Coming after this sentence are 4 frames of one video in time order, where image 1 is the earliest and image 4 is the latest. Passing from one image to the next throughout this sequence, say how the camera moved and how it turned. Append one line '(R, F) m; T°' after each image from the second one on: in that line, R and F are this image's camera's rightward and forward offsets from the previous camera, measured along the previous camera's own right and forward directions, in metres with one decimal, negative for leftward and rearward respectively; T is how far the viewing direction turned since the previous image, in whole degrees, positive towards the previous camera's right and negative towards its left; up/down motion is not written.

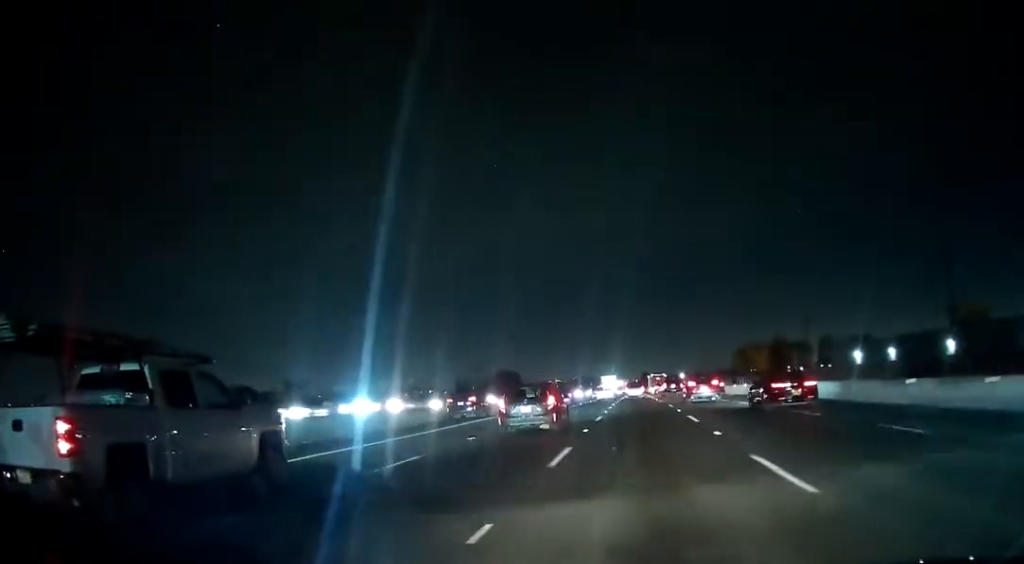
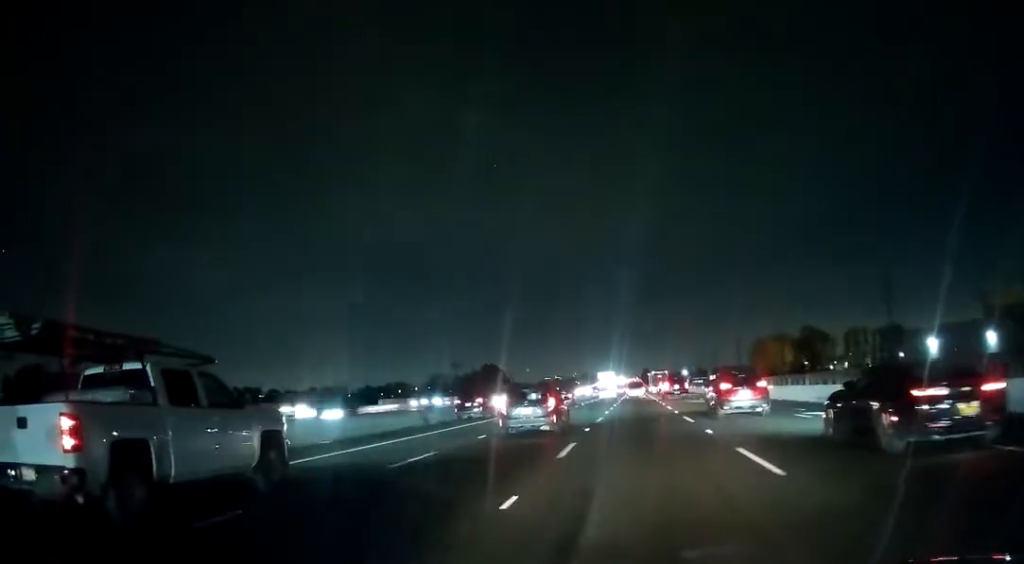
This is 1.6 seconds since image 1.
(-0.3, +41.4) m; 0°
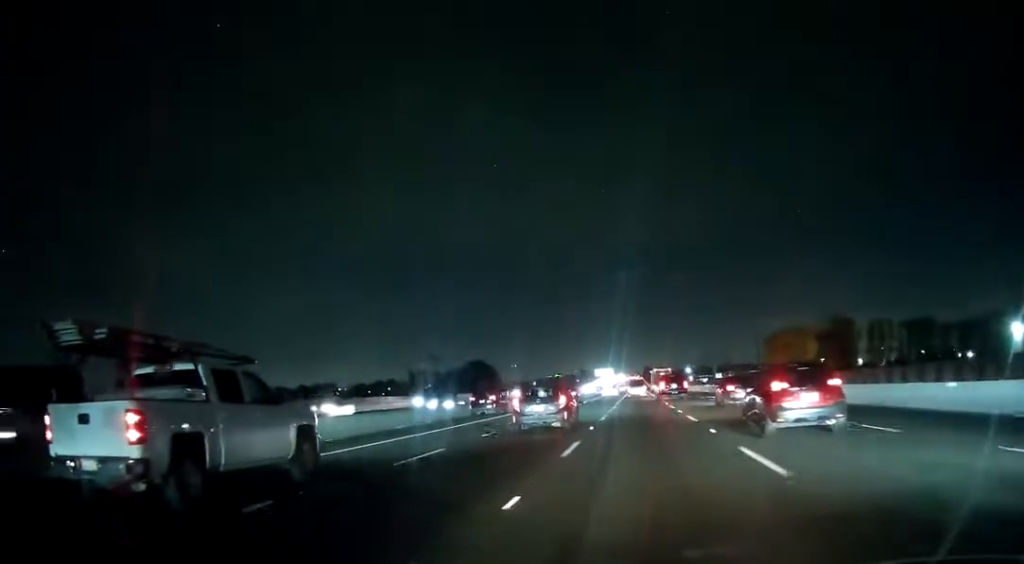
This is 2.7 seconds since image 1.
(0.0, +28.9) m; 0°
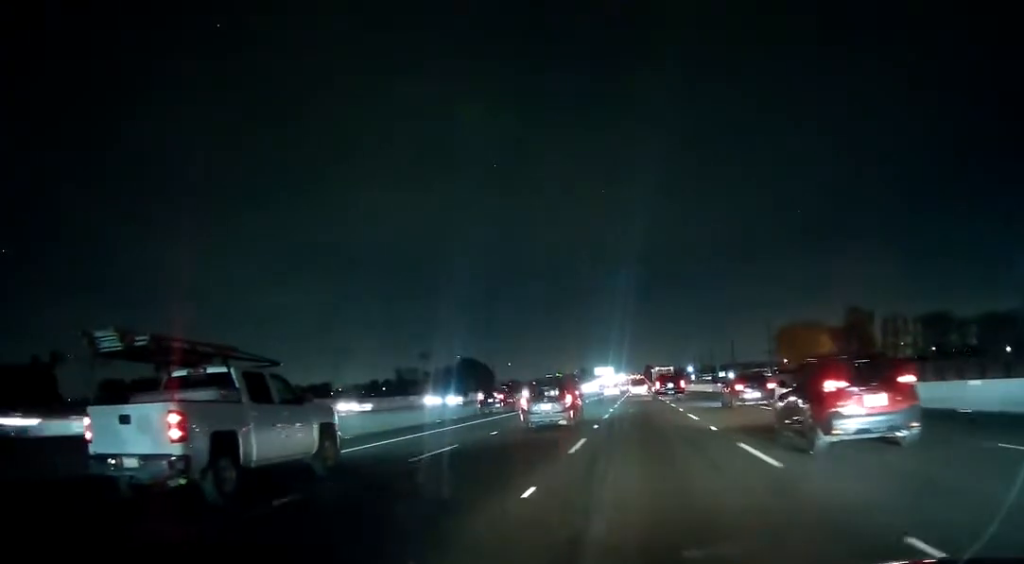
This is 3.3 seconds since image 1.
(0.0, +14.1) m; 0°
